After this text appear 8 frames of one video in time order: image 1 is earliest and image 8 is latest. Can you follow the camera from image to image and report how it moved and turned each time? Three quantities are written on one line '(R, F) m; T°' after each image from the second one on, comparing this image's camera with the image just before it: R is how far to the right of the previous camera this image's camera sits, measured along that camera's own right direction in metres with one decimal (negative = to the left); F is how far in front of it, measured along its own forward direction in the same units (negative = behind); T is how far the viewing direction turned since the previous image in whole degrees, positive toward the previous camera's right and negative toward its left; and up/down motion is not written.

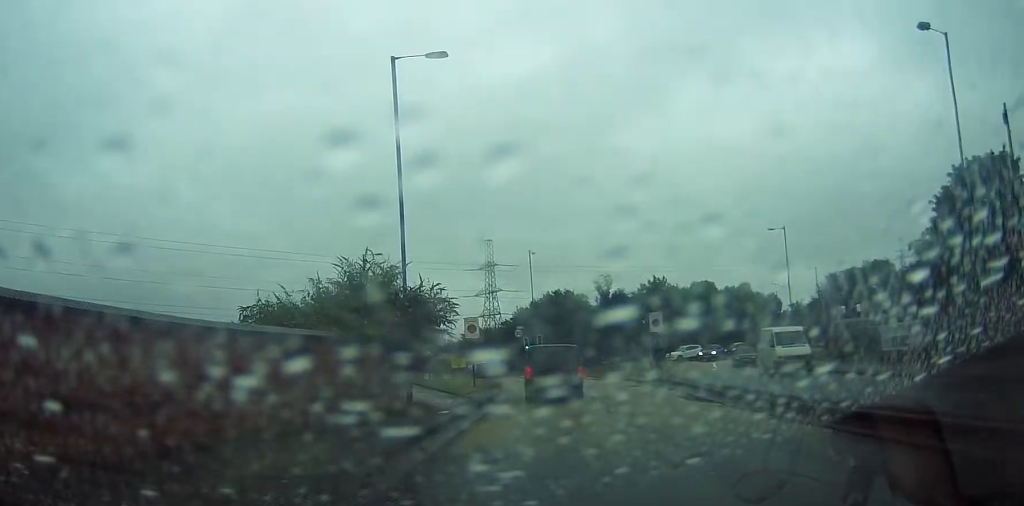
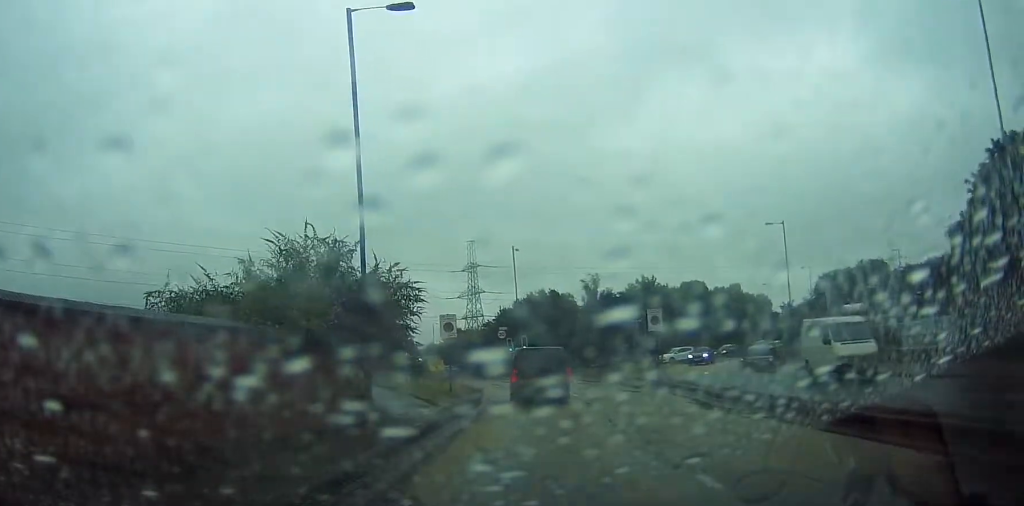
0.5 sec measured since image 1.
(0.0, +3.8) m; 0°
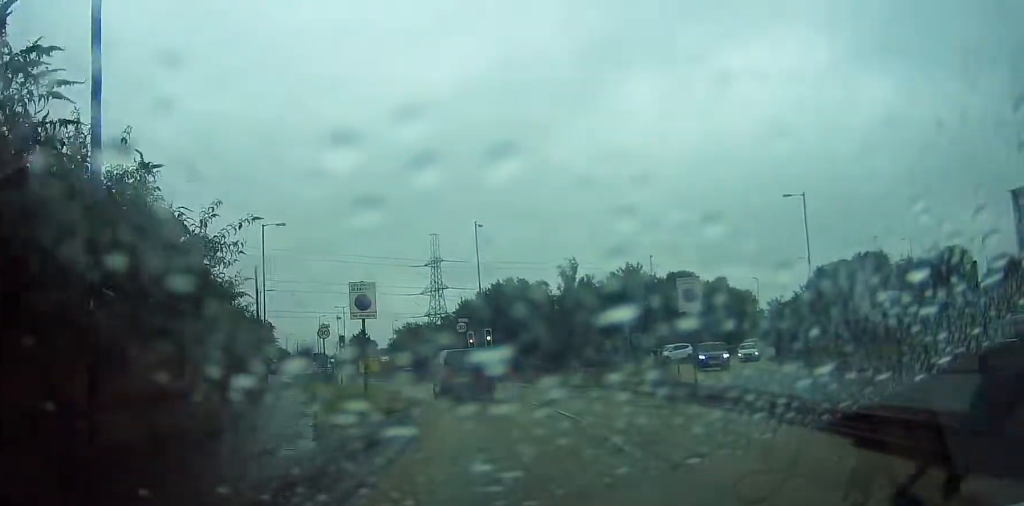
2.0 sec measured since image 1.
(+0.1, +11.5) m; +1°
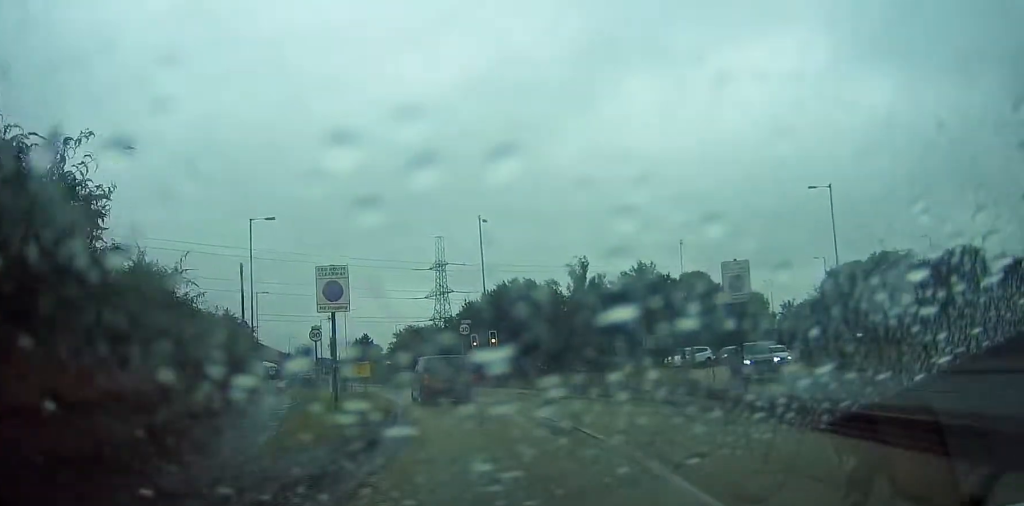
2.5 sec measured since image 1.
(+0.1, +3.9) m; 0°
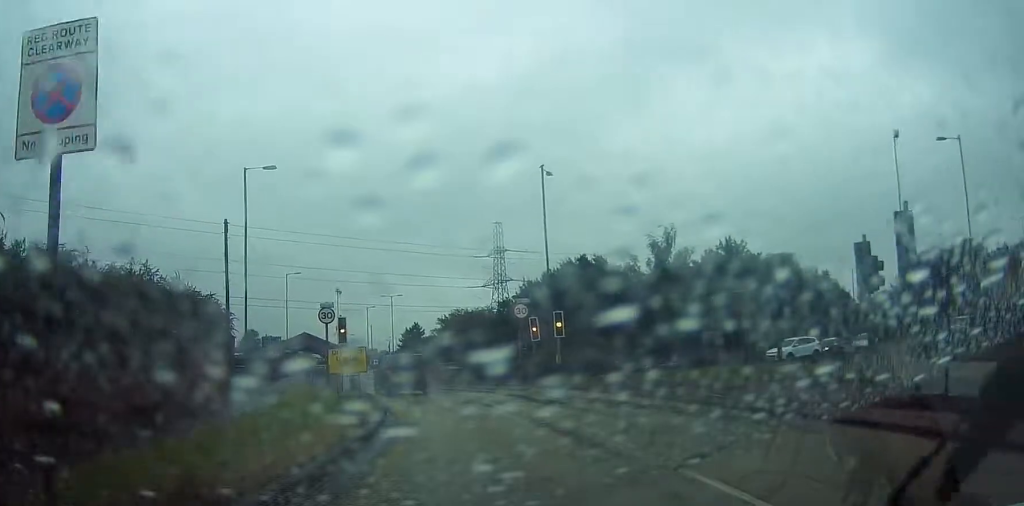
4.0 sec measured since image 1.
(-0.4, +10.3) m; -5°
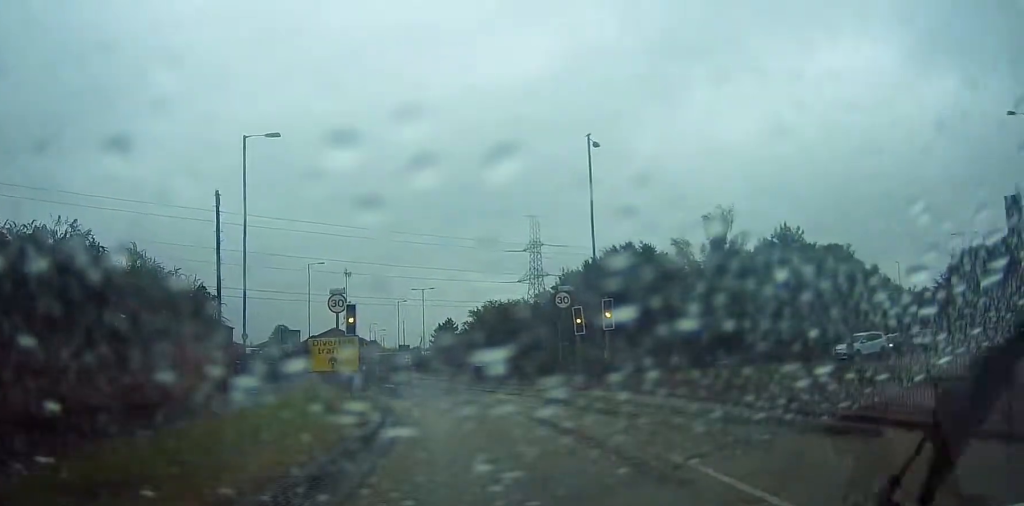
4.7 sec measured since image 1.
(-0.2, +4.9) m; -3°
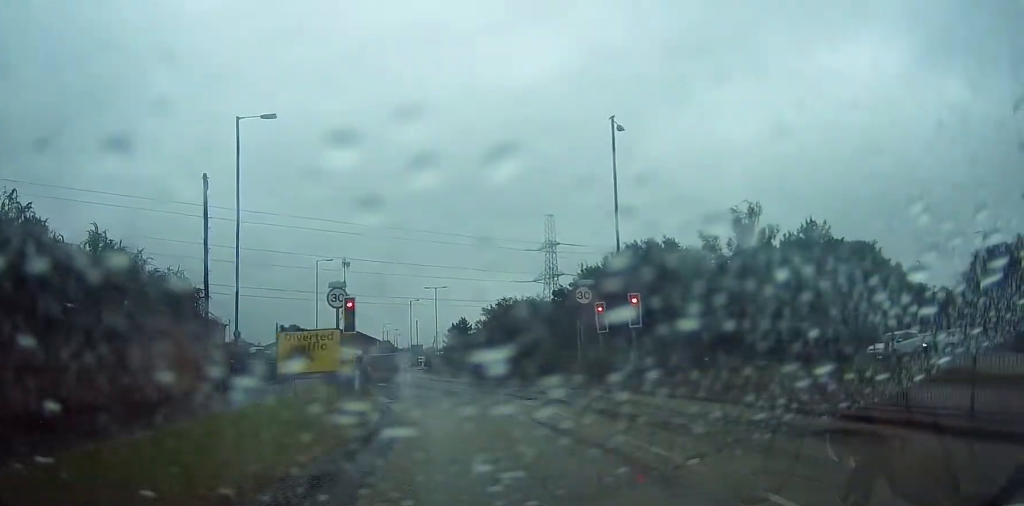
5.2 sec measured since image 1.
(0.0, +2.6) m; -2°
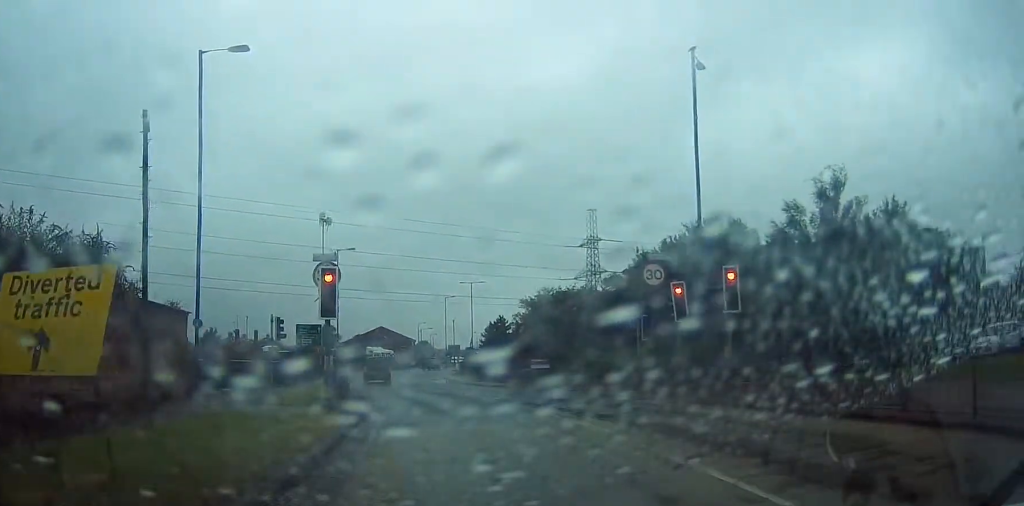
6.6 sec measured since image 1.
(-0.5, +6.9) m; -7°
